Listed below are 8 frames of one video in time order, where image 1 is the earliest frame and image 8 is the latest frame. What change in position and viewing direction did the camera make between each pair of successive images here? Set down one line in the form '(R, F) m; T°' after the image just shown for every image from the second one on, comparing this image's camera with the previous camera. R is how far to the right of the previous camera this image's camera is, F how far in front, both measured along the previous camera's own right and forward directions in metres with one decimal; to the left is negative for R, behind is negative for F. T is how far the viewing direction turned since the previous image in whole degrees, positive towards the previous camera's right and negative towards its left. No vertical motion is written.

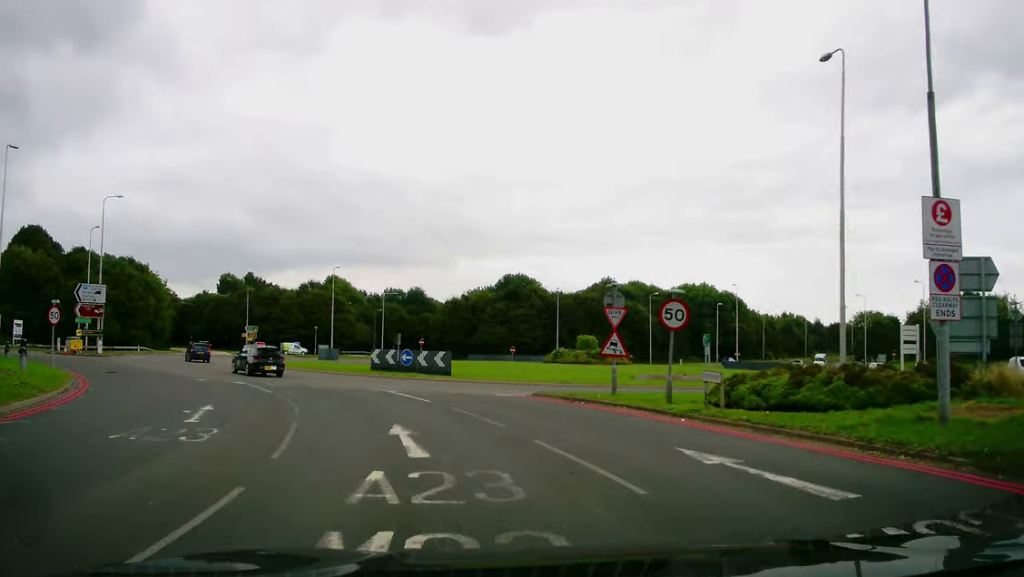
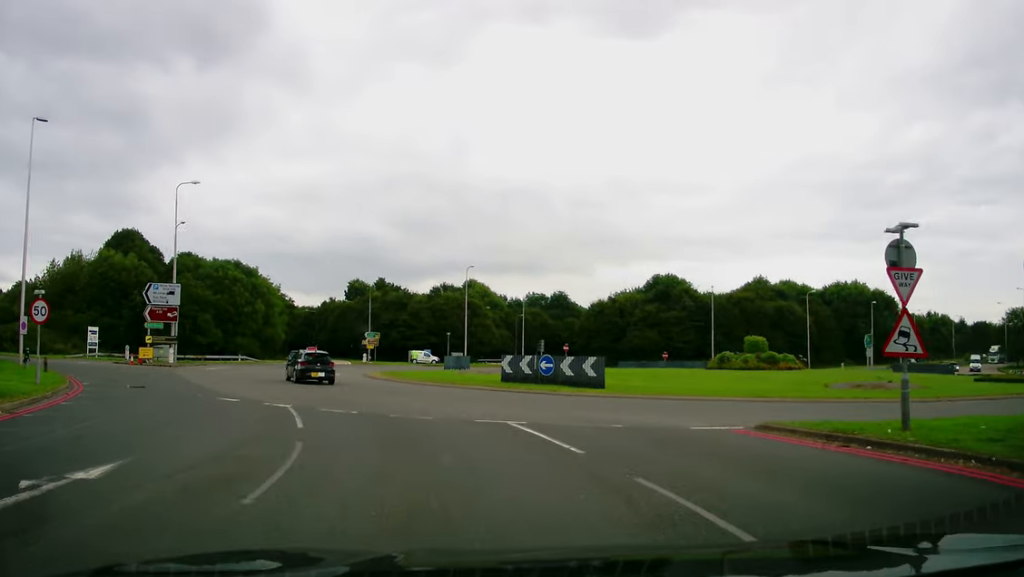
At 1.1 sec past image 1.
(-0.4, +8.6) m; -9°
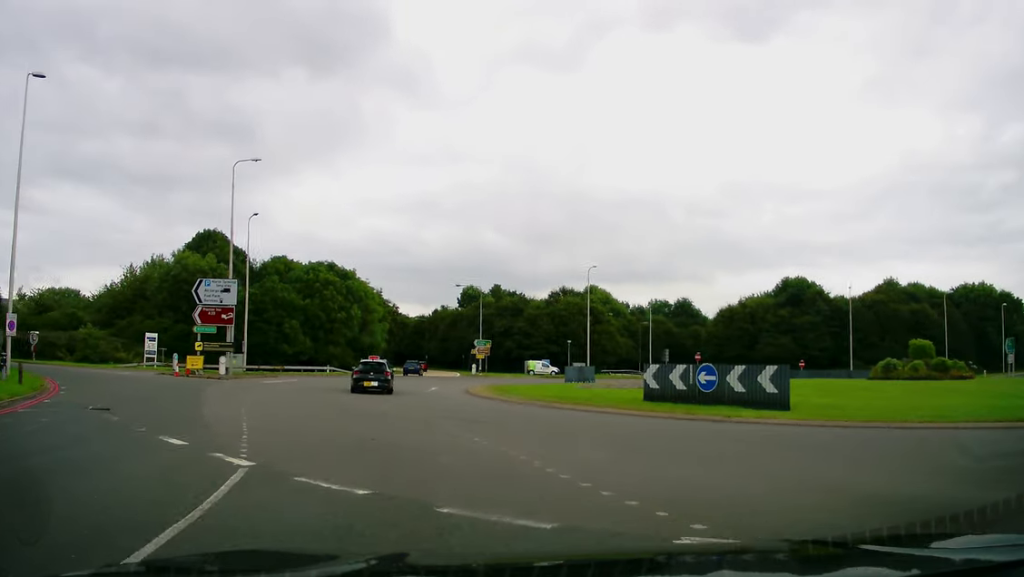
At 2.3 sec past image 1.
(-1.1, +9.3) m; -12°
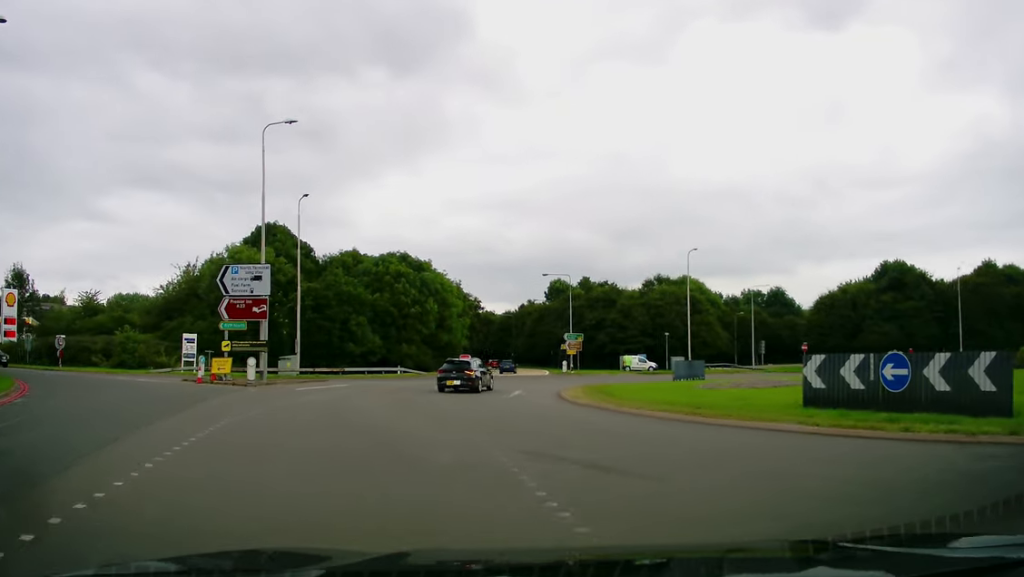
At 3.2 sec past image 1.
(-0.5, +7.8) m; -5°
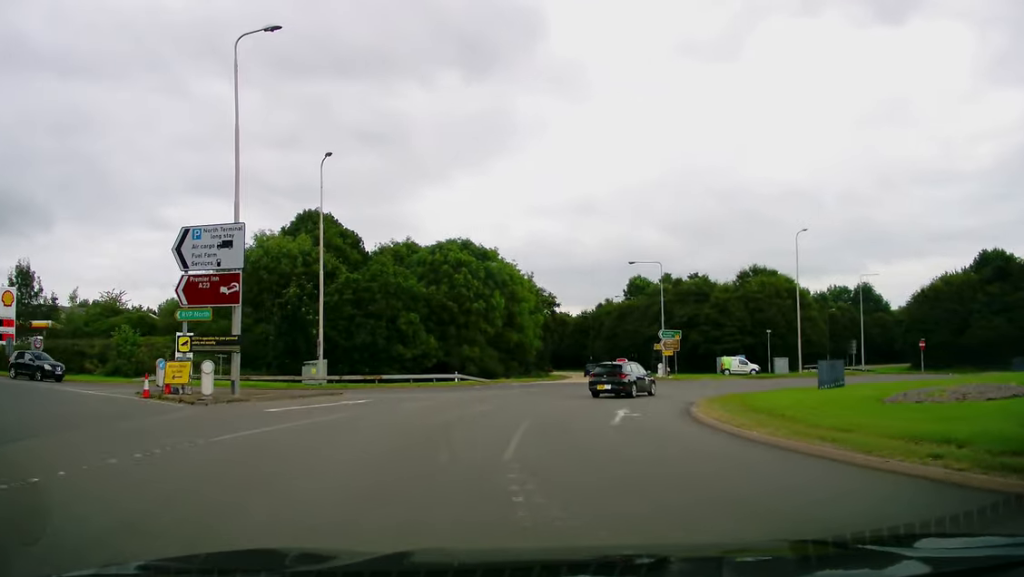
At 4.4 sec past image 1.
(-0.2, +10.9) m; +2°
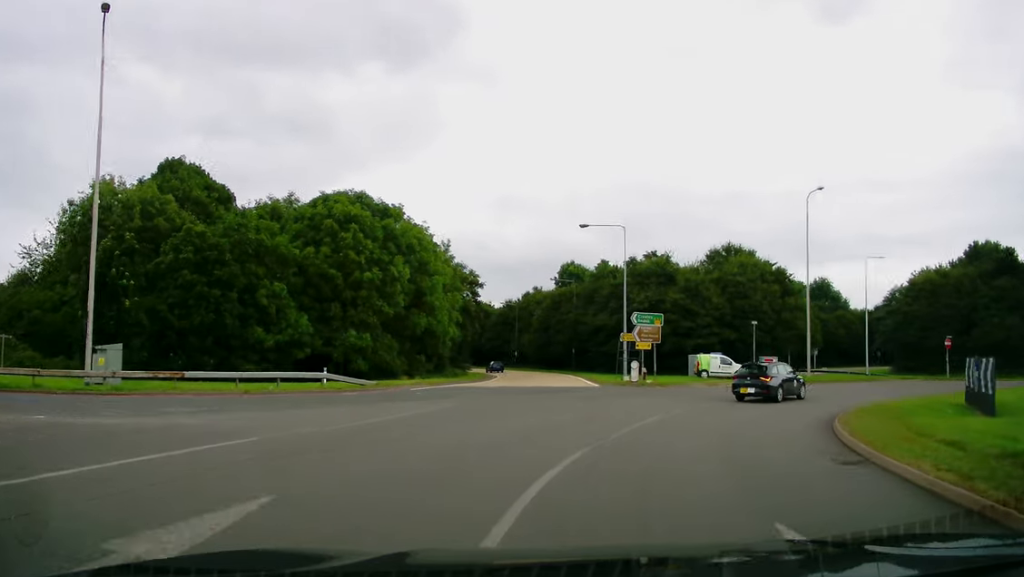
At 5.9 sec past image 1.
(+1.2, +14.8) m; +15°
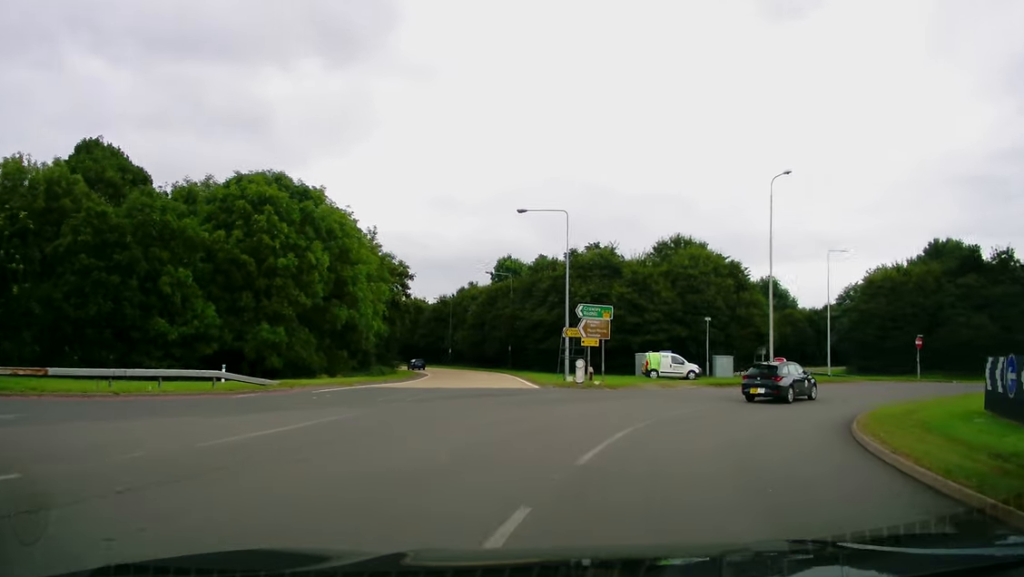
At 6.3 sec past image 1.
(+0.4, +3.9) m; +6°
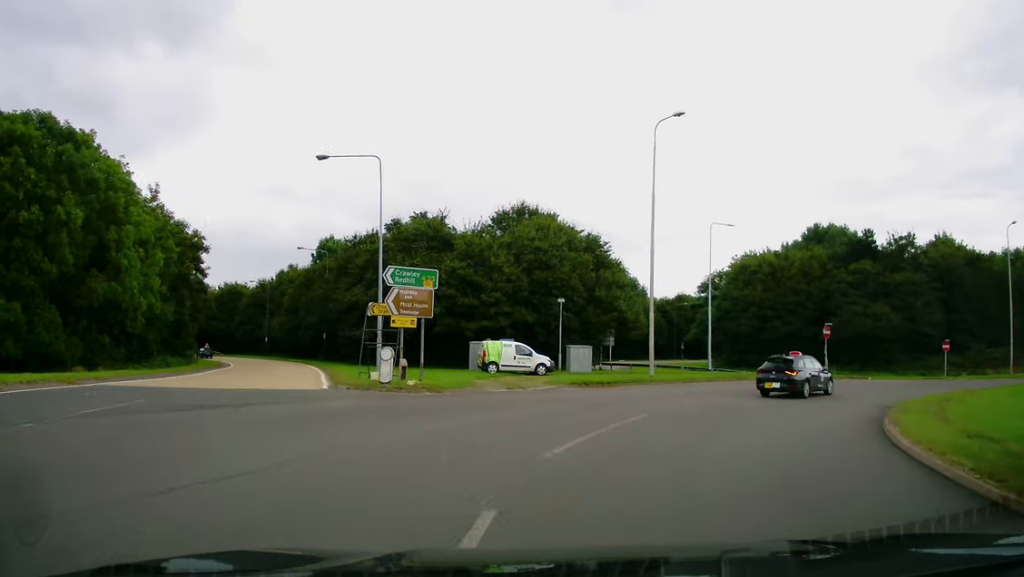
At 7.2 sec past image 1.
(+1.1, +8.9) m; +16°
